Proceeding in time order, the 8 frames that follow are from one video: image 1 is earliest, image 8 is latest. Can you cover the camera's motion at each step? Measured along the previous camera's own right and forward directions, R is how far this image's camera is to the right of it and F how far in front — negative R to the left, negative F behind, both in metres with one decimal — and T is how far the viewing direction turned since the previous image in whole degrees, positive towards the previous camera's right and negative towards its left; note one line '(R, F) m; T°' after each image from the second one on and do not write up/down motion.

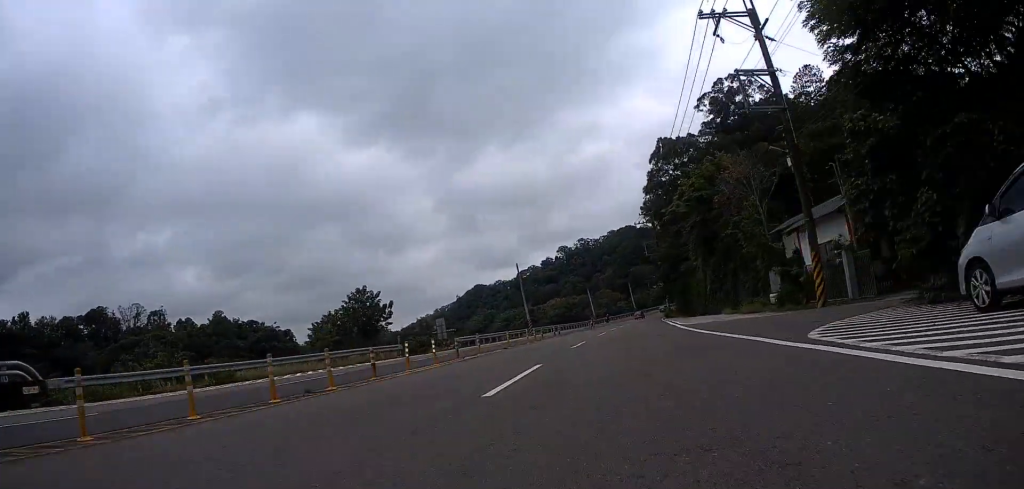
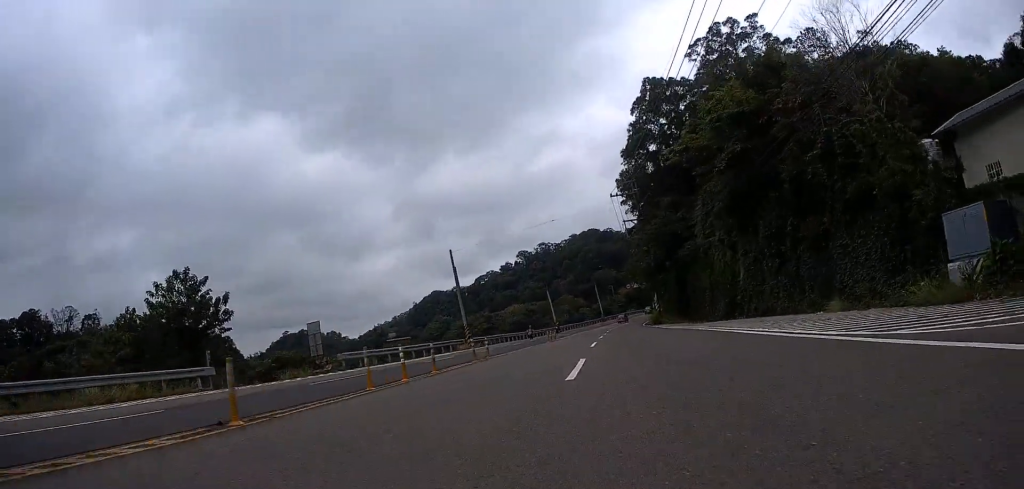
(+1.1, +19.2) m; +5°
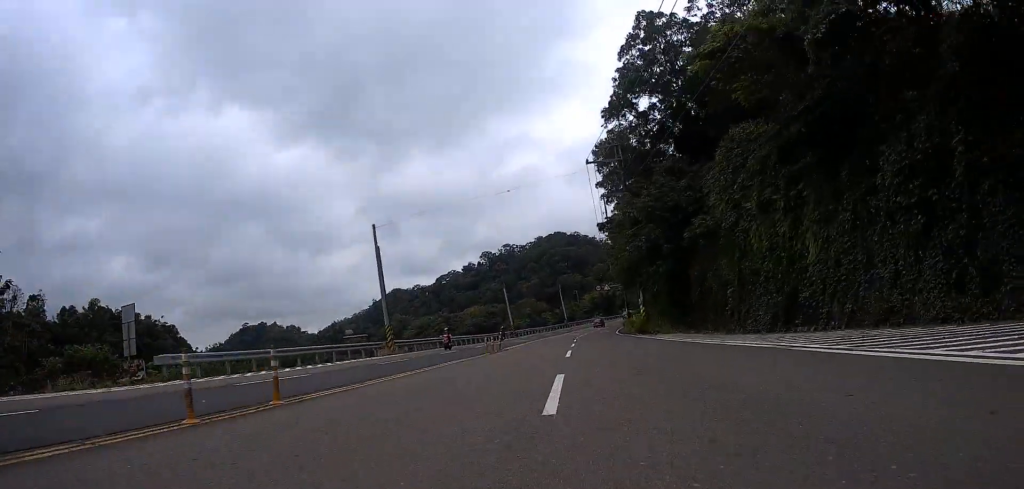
(+0.5, +12.8) m; +1°
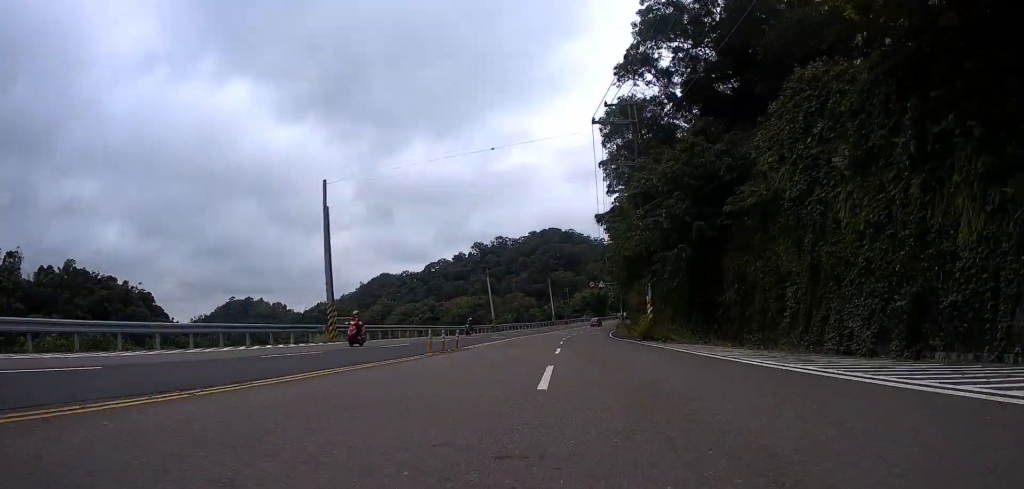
(-0.1, +8.8) m; 0°
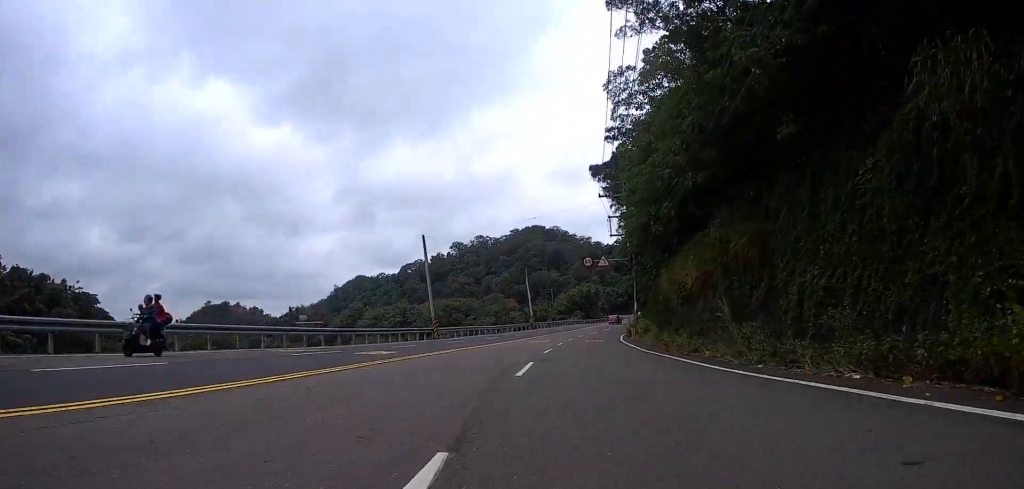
(-0.2, +28.6) m; +2°
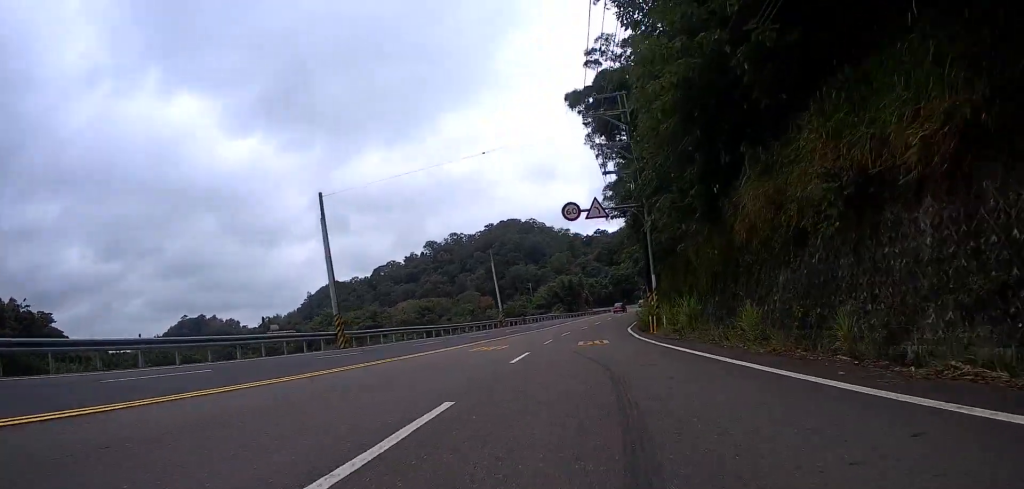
(+0.8, +15.9) m; +4°
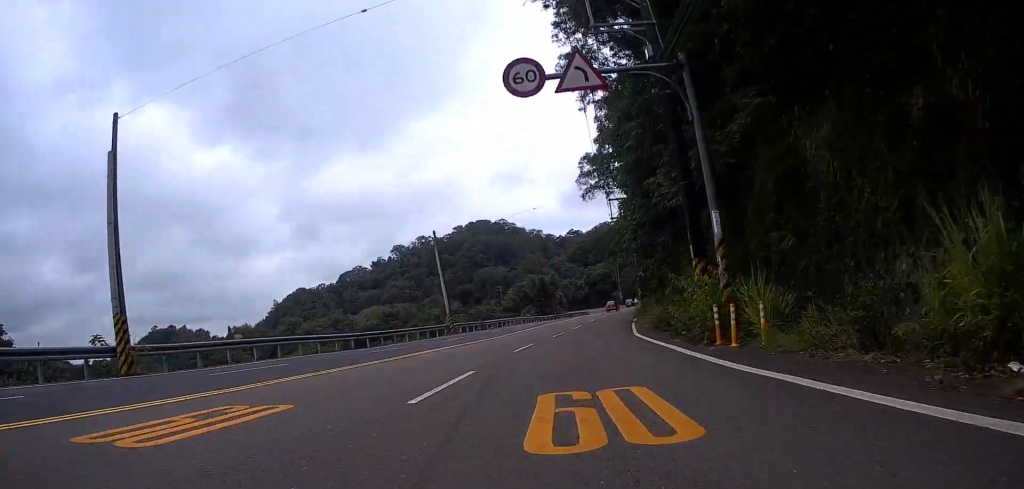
(+0.4, +13.8) m; +1°
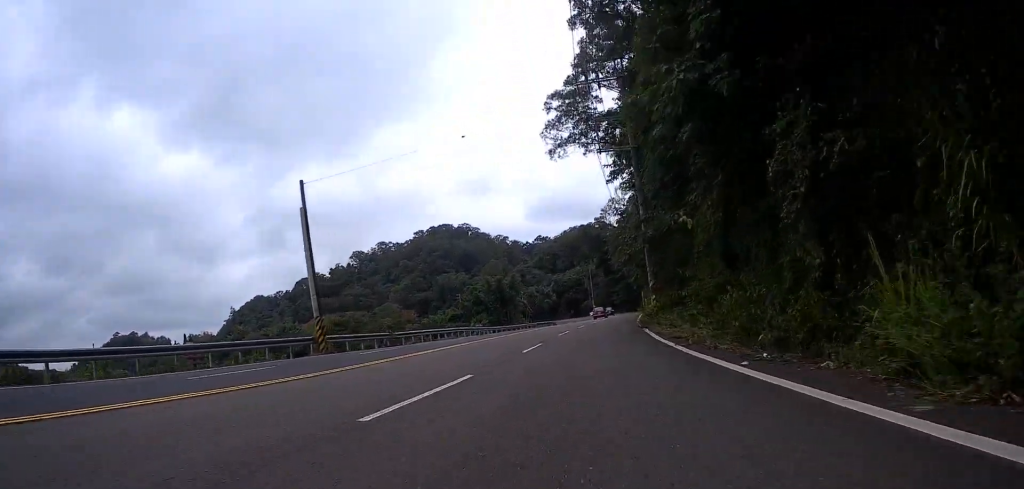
(+0.1, +19.9) m; +3°
